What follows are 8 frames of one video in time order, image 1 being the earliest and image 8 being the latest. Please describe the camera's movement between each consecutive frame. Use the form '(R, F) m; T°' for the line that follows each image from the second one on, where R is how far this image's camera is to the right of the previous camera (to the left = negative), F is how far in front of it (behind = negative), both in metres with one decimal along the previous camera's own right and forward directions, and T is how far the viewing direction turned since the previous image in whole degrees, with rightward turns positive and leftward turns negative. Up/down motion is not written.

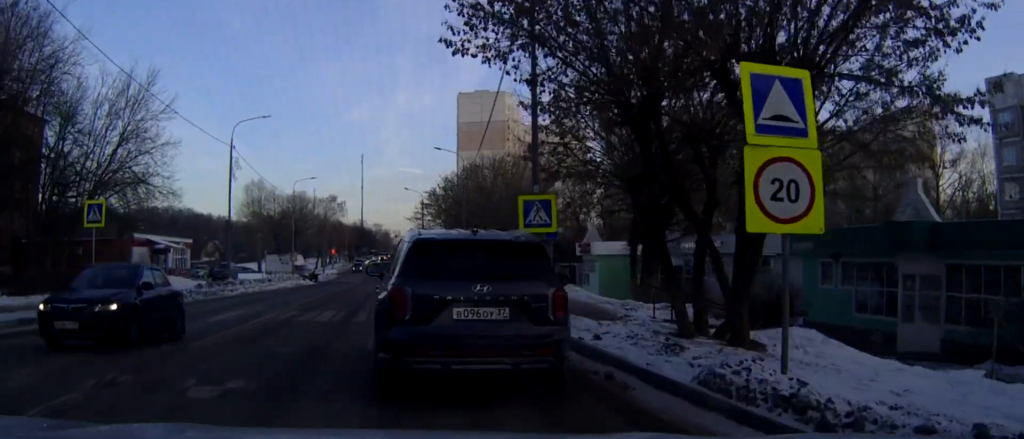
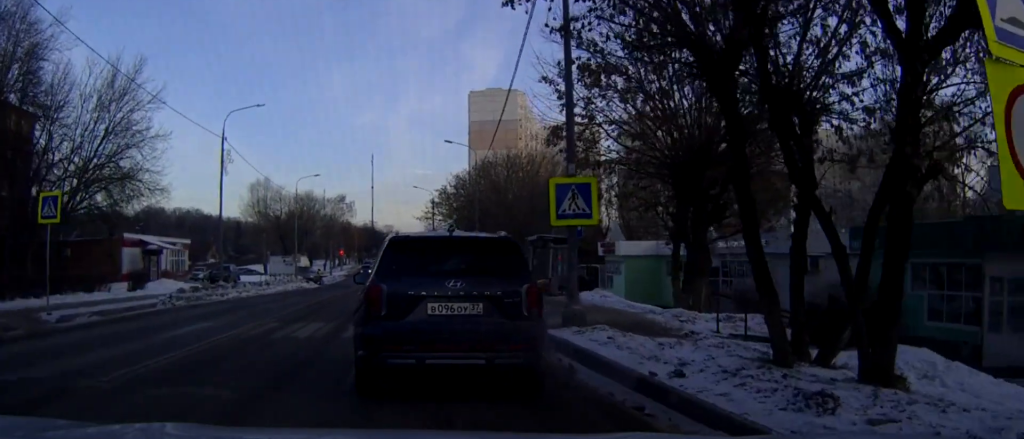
(+0.1, +3.8) m; 0°
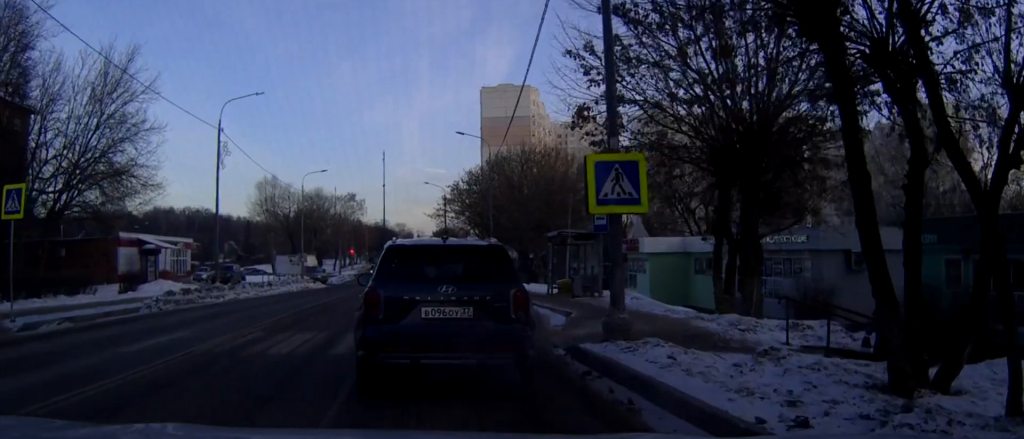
(0.0, +2.7) m; -1°
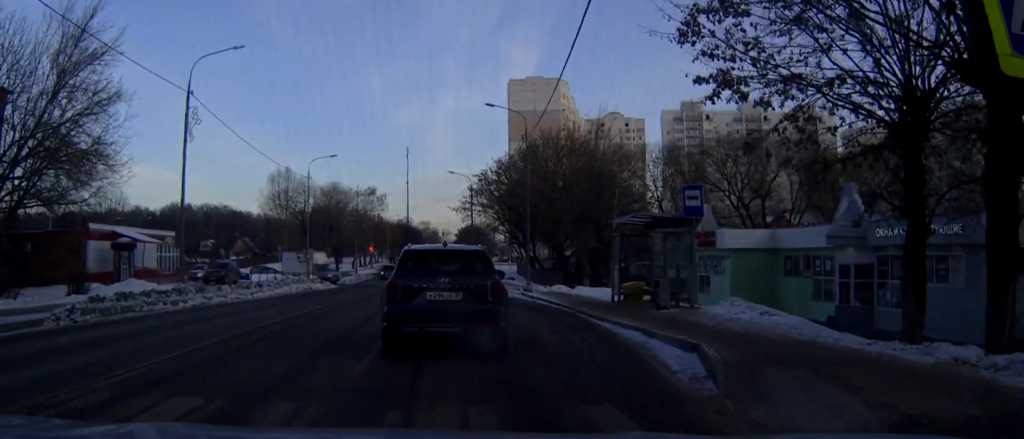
(-0.2, +8.7) m; -2°
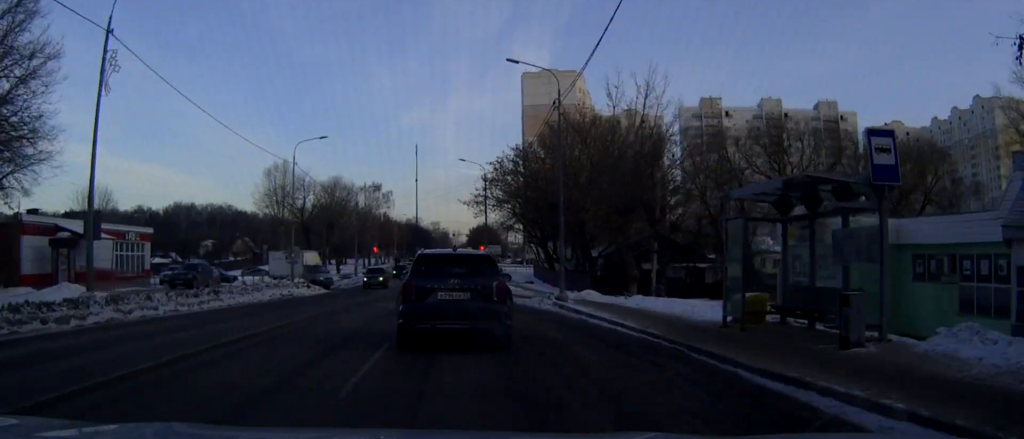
(-0.2, +9.4) m; -1°
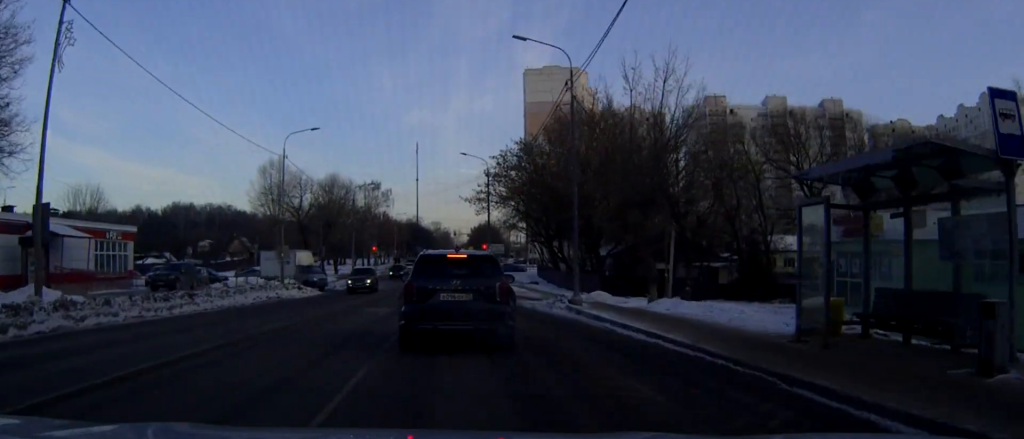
(0.0, +3.4) m; 0°
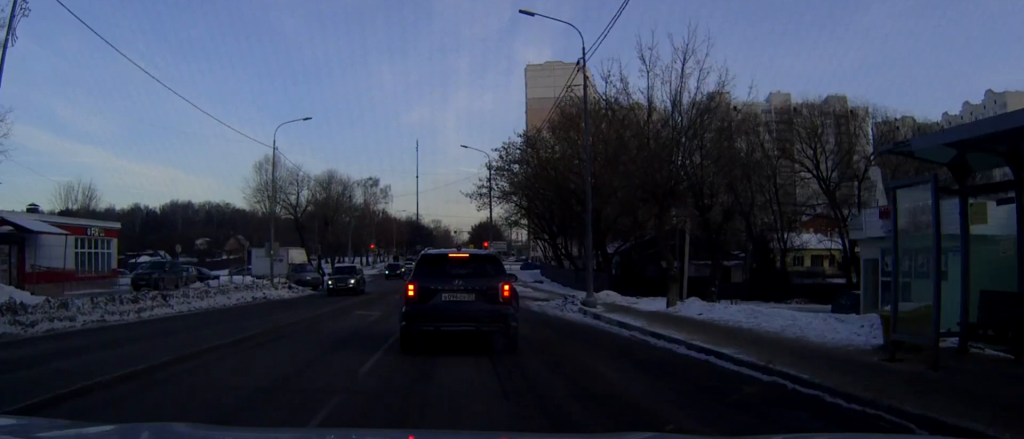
(0.0, +2.8) m; 0°
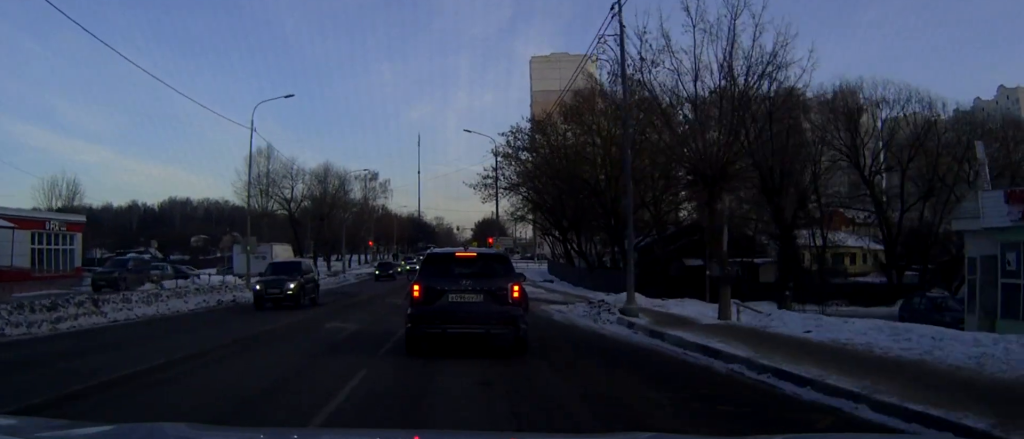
(-0.1, +5.8) m; -1°
